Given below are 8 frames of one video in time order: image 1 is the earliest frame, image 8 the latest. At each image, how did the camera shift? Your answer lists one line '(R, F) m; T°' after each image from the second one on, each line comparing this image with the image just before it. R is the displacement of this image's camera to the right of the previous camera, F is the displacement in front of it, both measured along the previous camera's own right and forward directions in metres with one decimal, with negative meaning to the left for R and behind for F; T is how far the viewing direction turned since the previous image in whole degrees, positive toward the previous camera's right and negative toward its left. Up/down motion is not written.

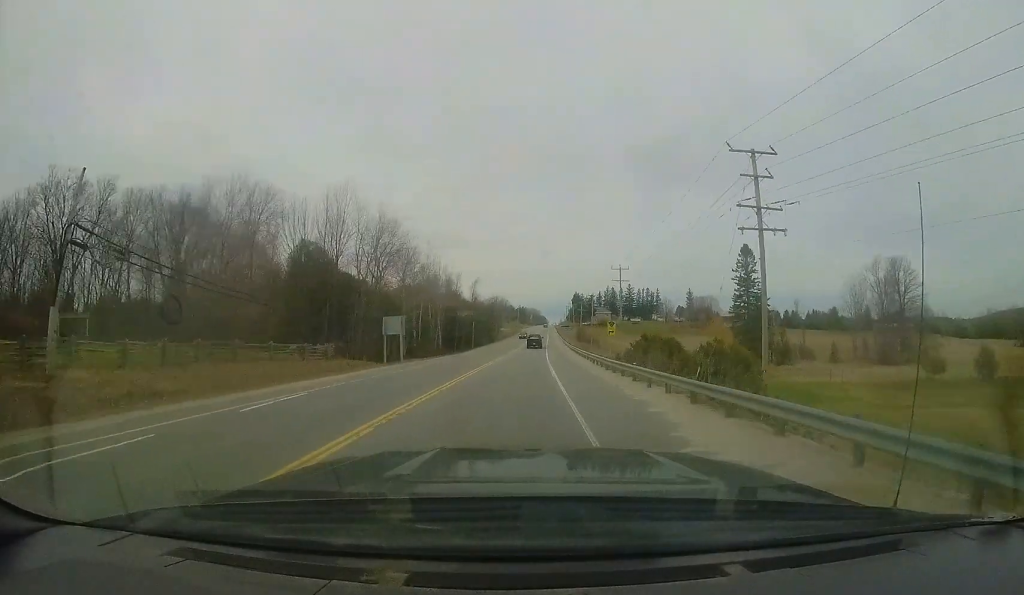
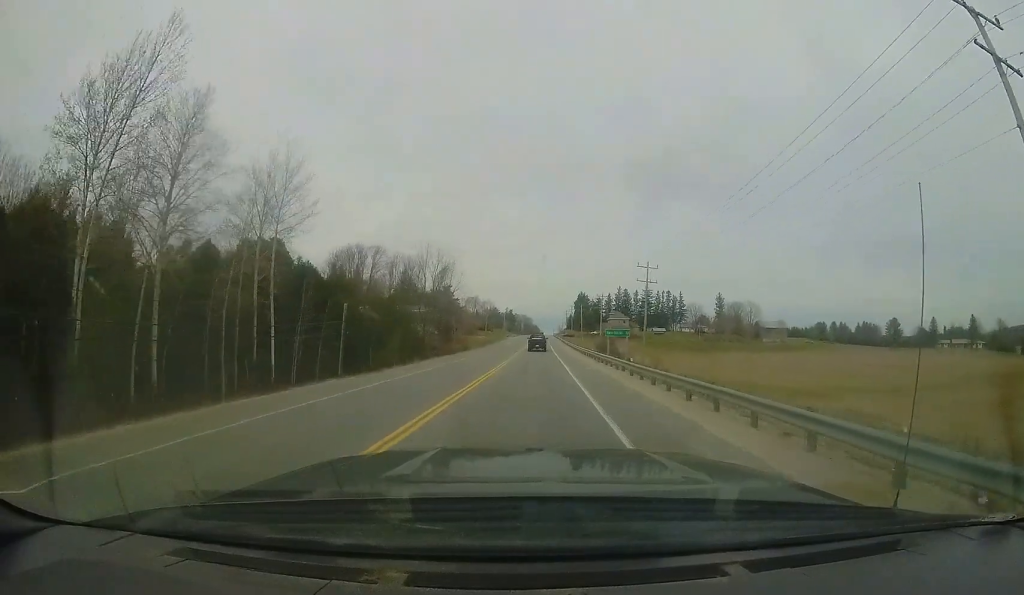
(+1.4, +57.7) m; +3°
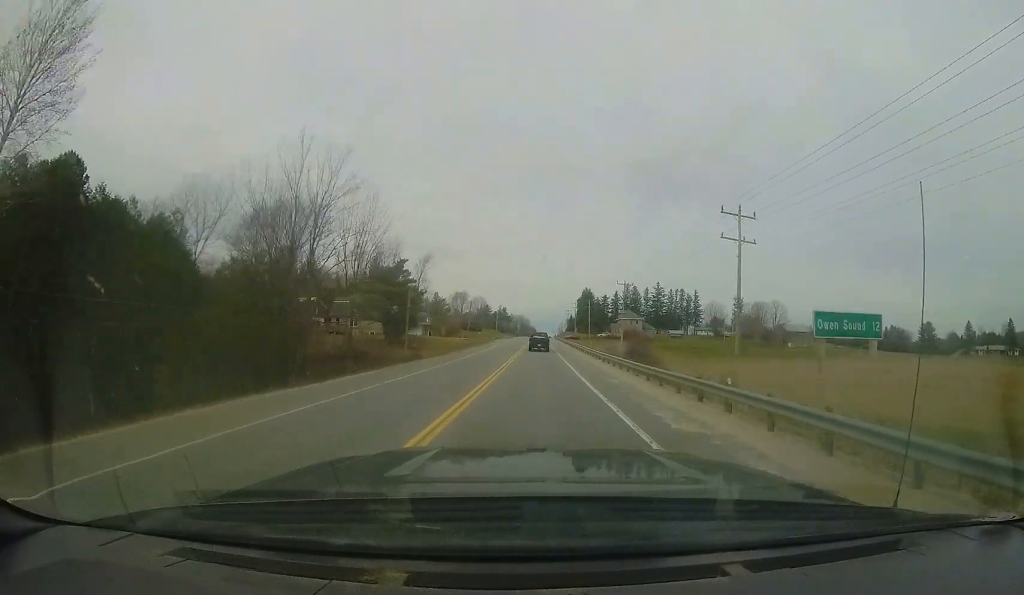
(+0.1, +25.4) m; 0°
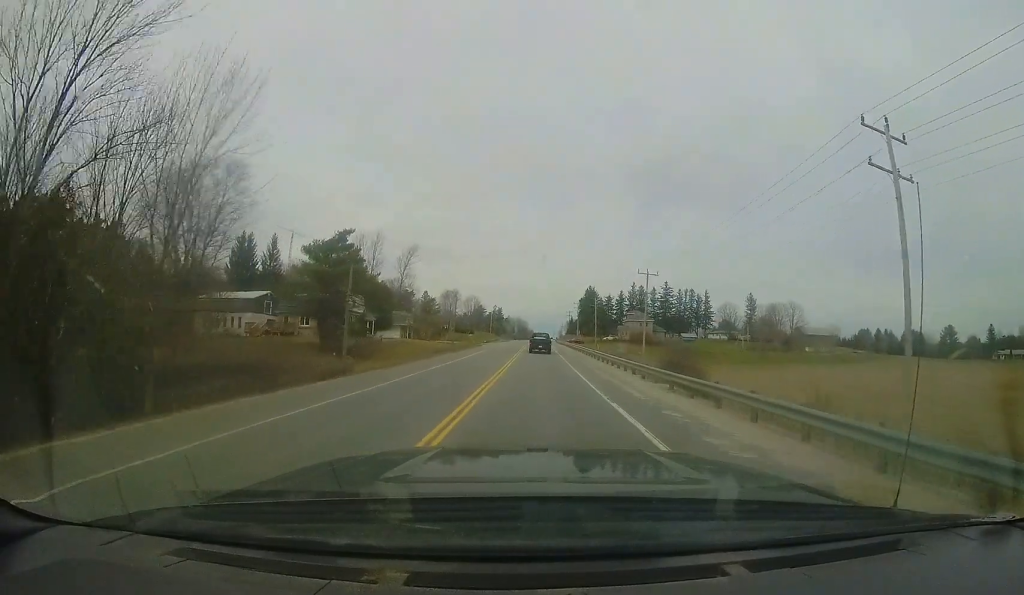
(0.0, +14.7) m; +1°
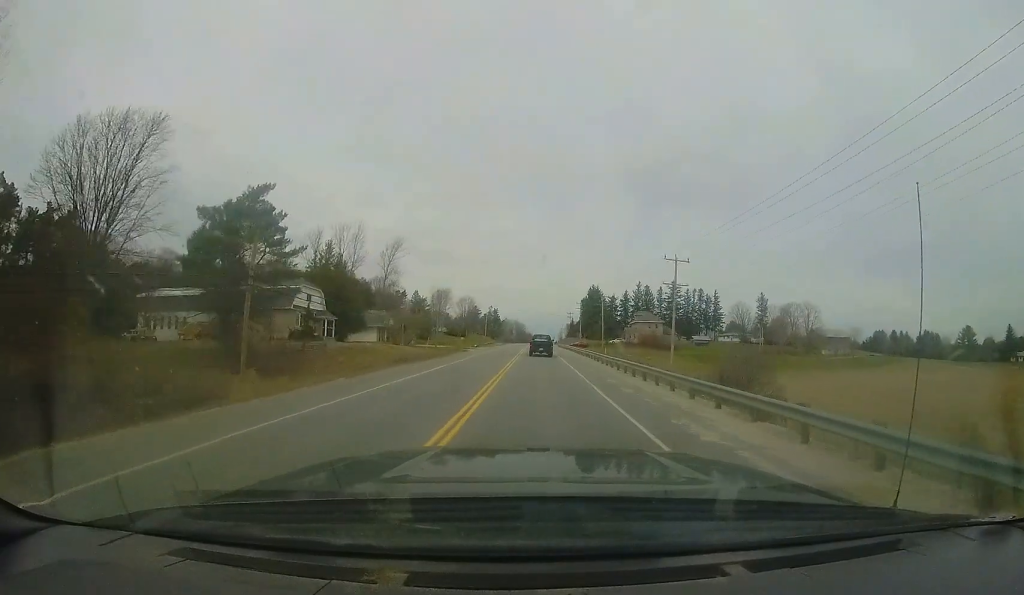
(+0.3, +11.6) m; +1°
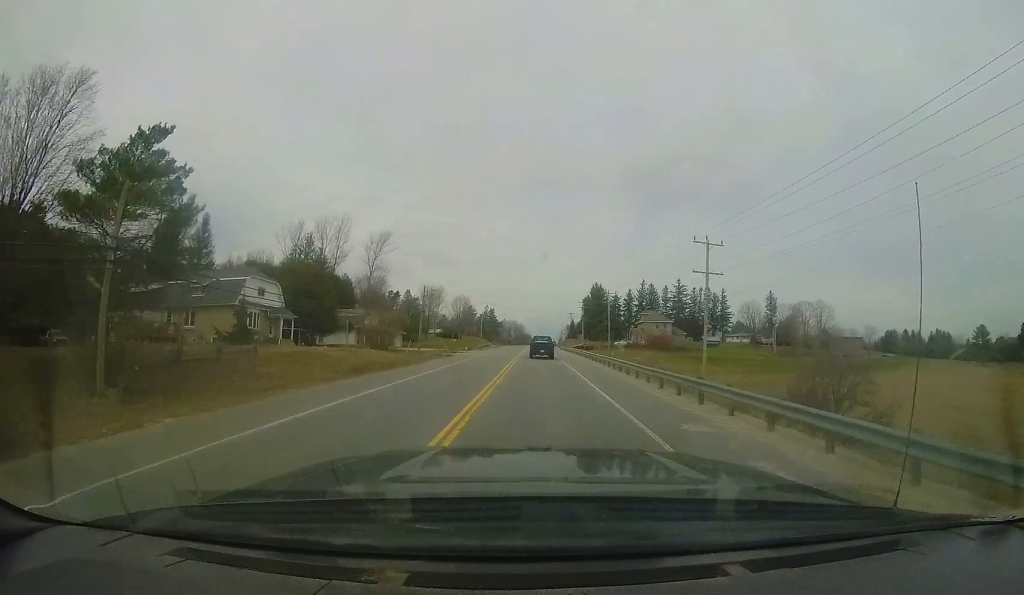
(0.0, +8.4) m; 0°
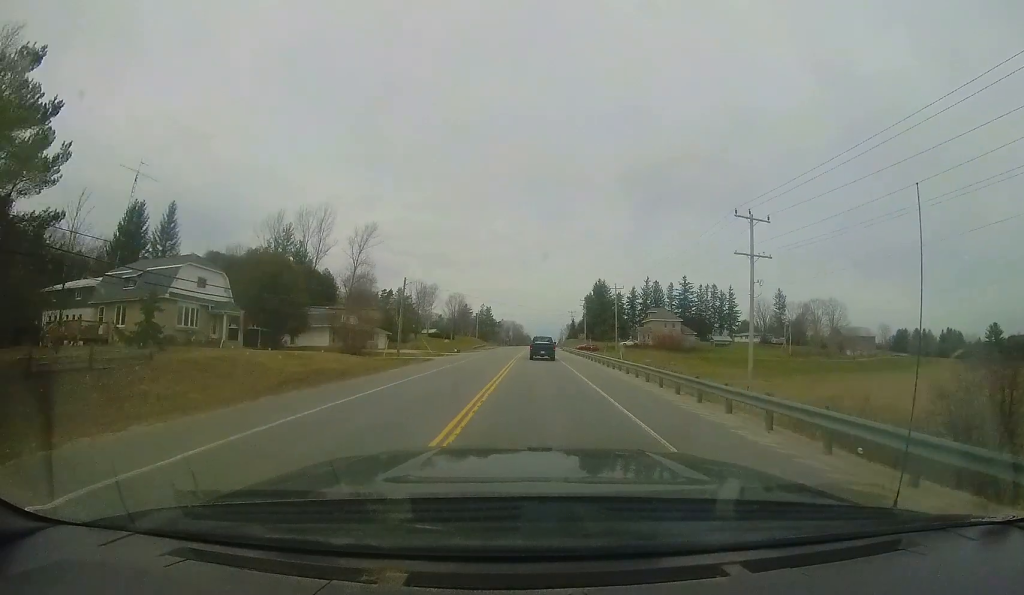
(-0.1, +7.8) m; 0°
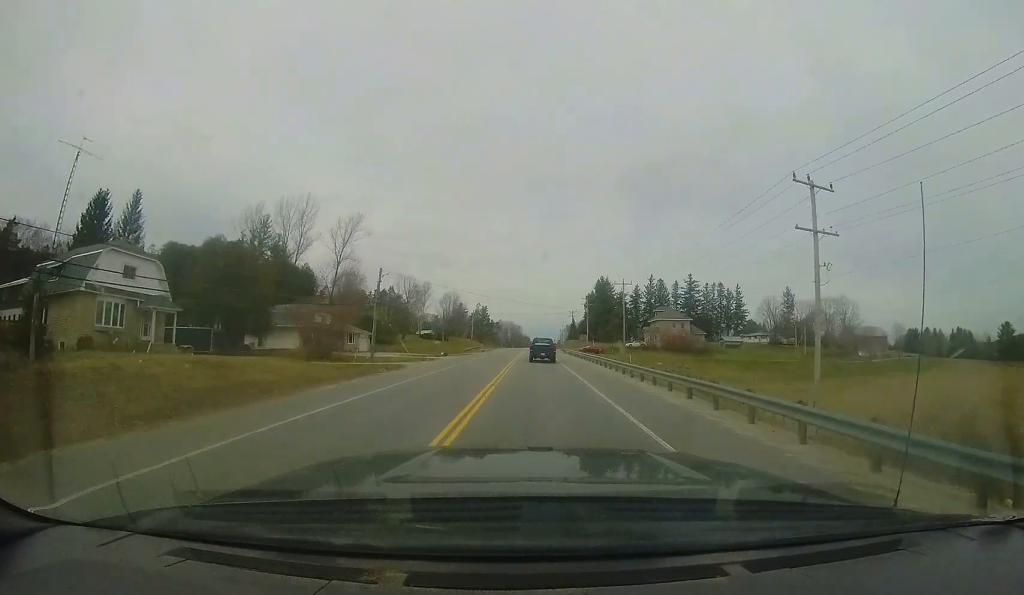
(0.0, +7.1) m; 0°
